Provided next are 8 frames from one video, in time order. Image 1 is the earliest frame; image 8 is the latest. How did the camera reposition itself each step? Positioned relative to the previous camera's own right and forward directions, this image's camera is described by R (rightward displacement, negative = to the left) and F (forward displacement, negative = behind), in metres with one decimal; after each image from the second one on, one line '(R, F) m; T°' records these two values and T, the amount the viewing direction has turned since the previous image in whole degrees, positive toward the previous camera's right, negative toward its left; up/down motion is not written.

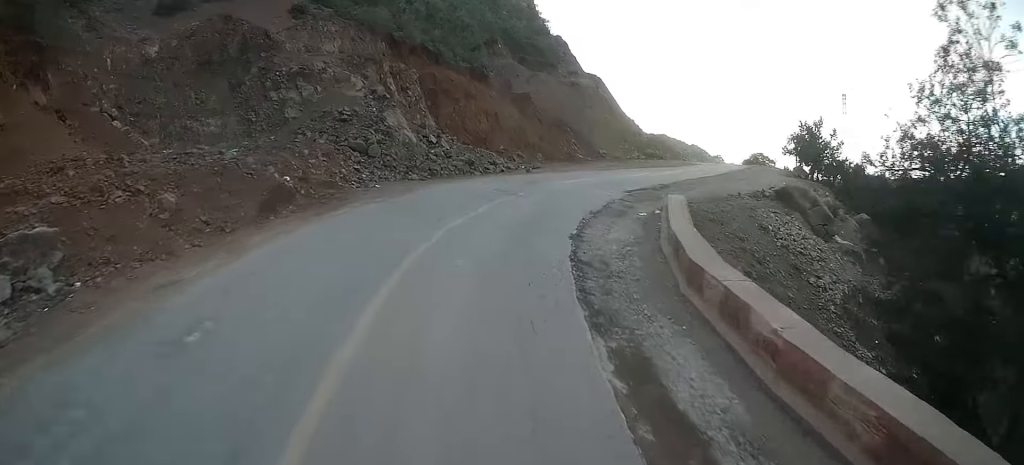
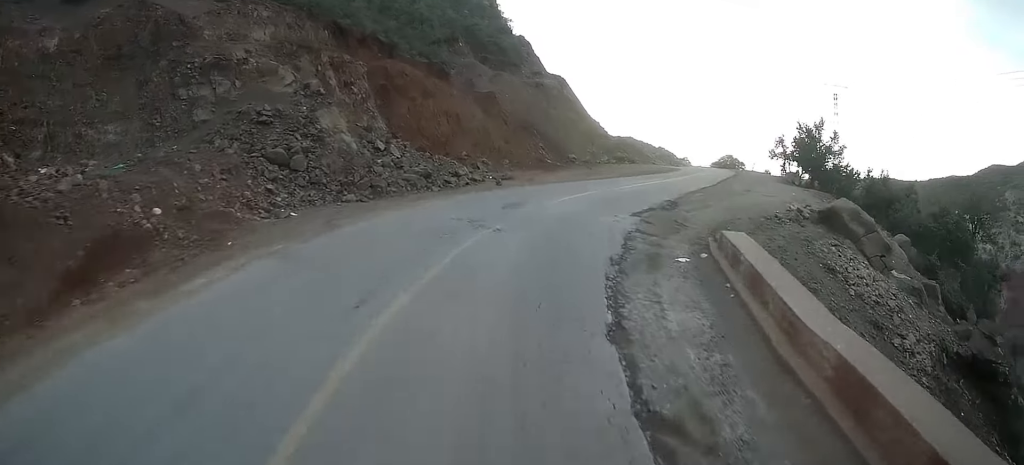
(+0.3, +6.7) m; +6°
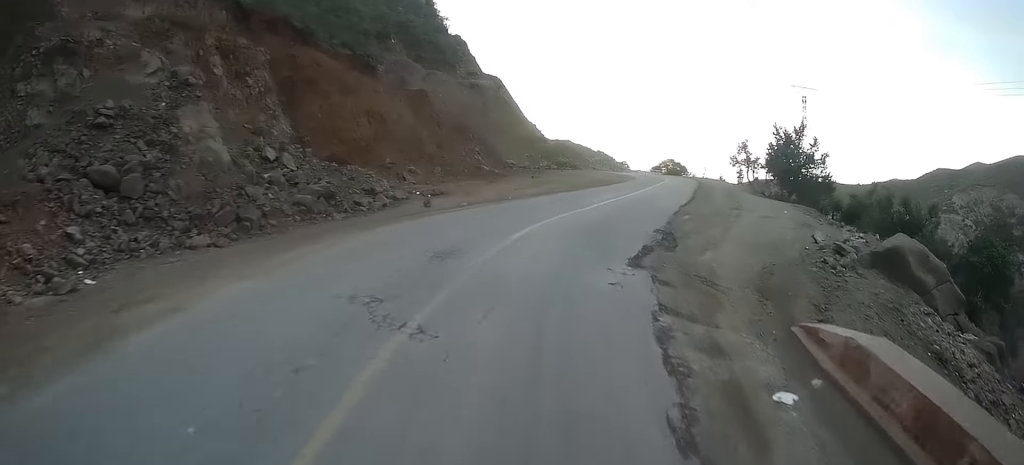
(+0.4, +7.0) m; +9°
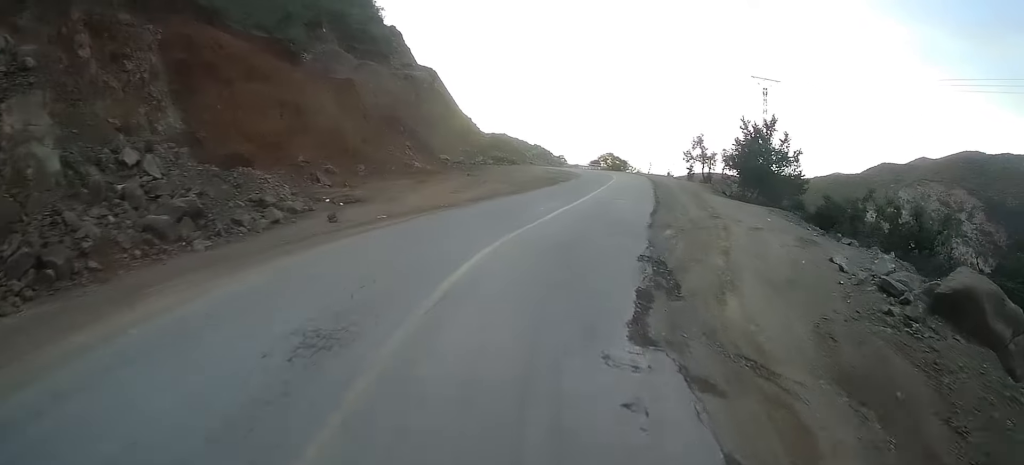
(+0.1, +5.1) m; +8°
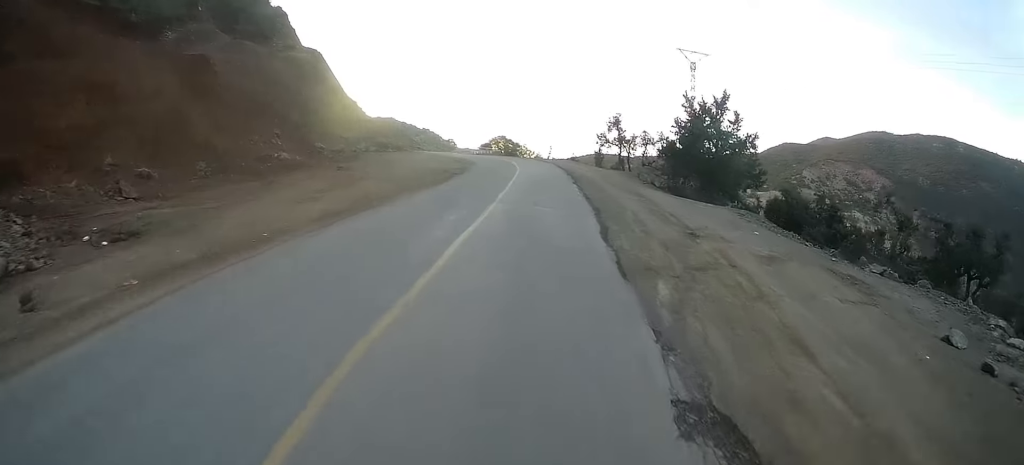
(+1.2, +8.8) m; +7°
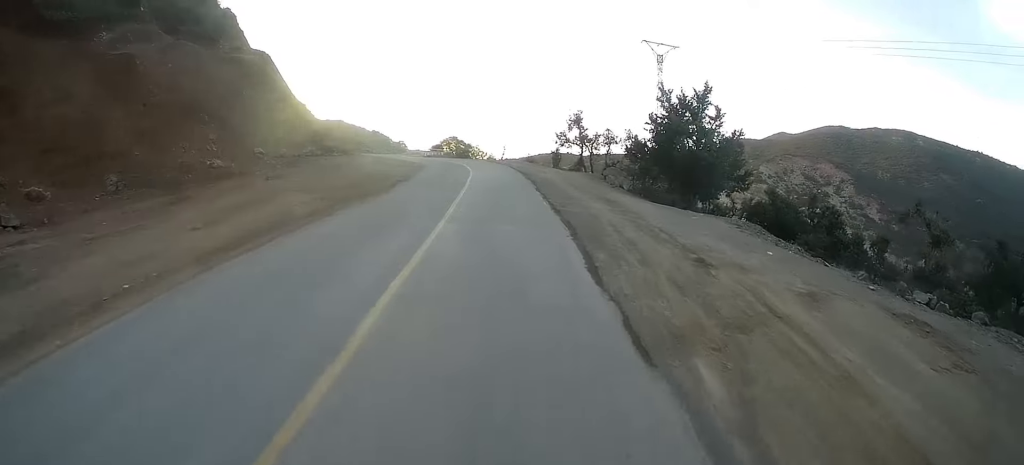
(+0.1, +4.3) m; +1°
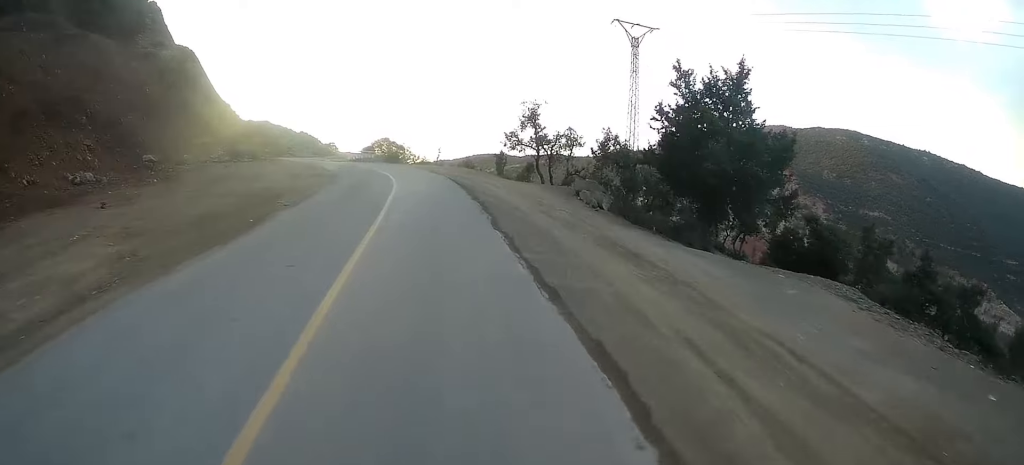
(-0.2, +10.3) m; 0°
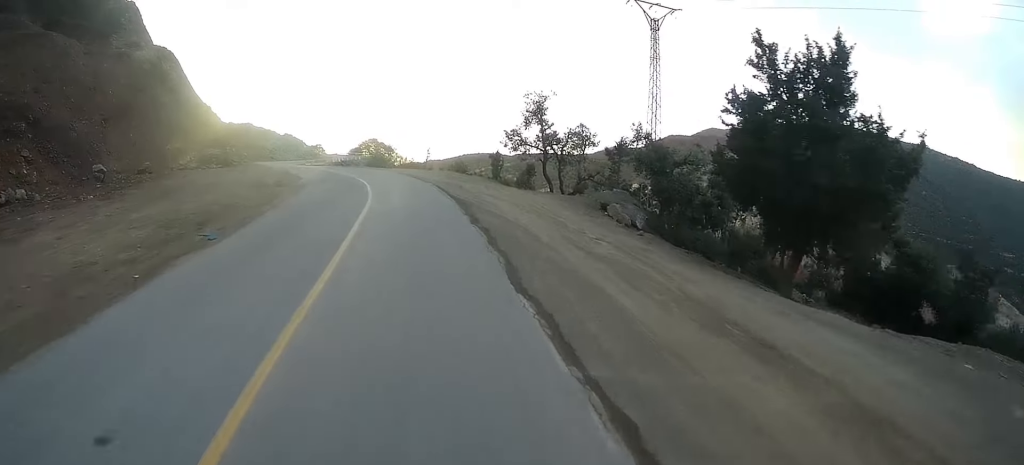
(+0.2, +6.5) m; 0°
